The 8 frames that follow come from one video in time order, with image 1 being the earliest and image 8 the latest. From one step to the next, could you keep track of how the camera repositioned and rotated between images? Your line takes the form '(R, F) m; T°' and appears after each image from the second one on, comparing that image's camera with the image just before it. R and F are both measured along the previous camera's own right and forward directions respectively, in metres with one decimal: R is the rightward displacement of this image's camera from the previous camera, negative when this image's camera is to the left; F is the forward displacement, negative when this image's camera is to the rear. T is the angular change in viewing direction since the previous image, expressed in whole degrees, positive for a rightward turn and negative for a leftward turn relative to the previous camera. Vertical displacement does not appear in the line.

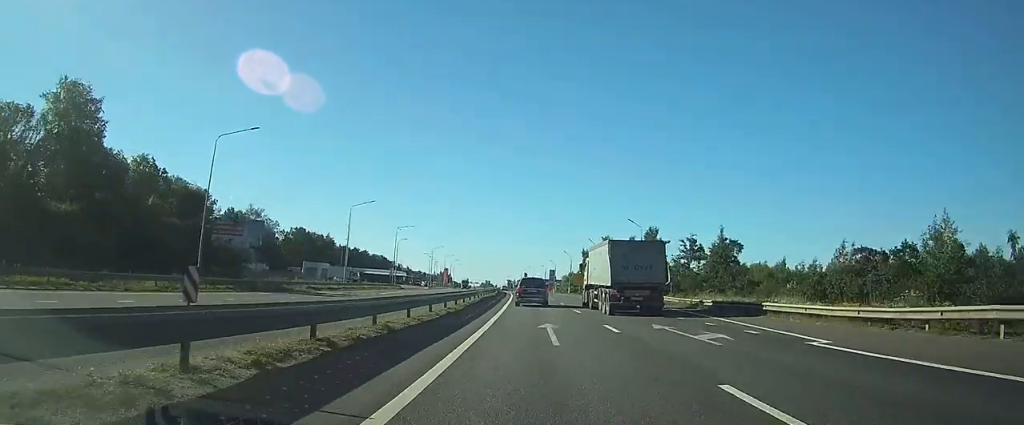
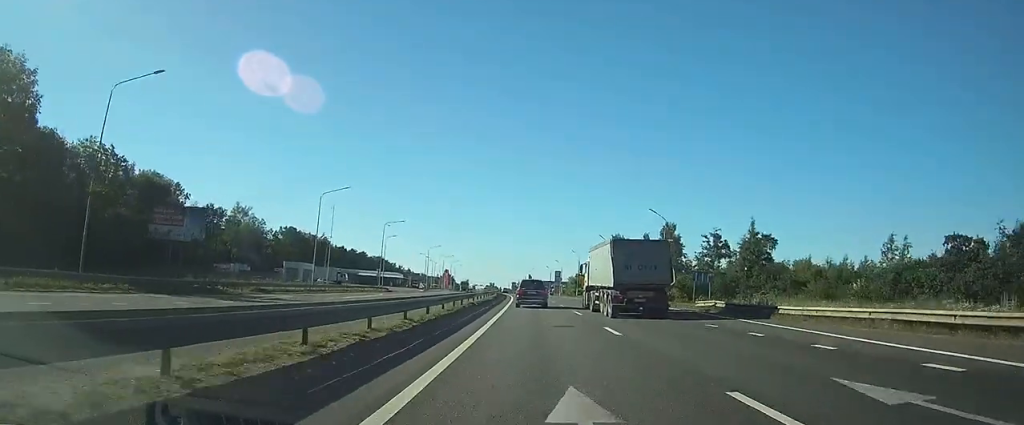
(-0.1, +12.6) m; 0°
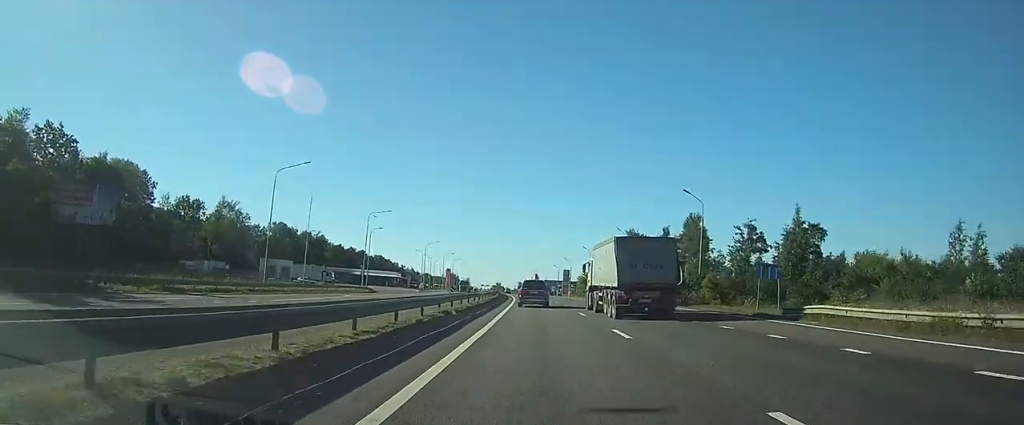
(0.0, +13.5) m; -1°
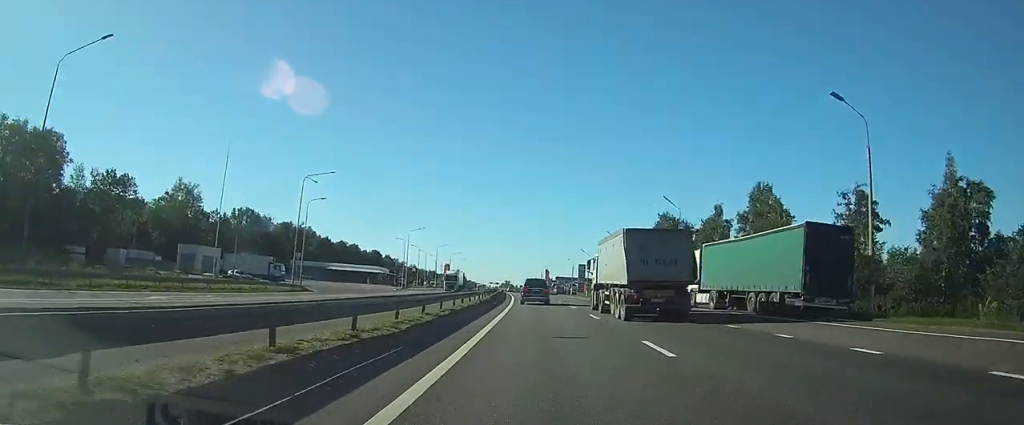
(-0.3, +28.7) m; -1°
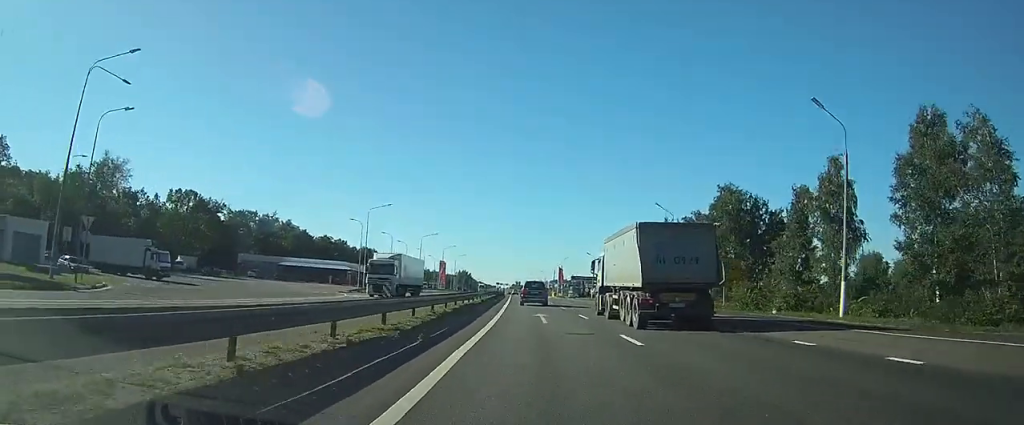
(-0.2, +34.0) m; -1°
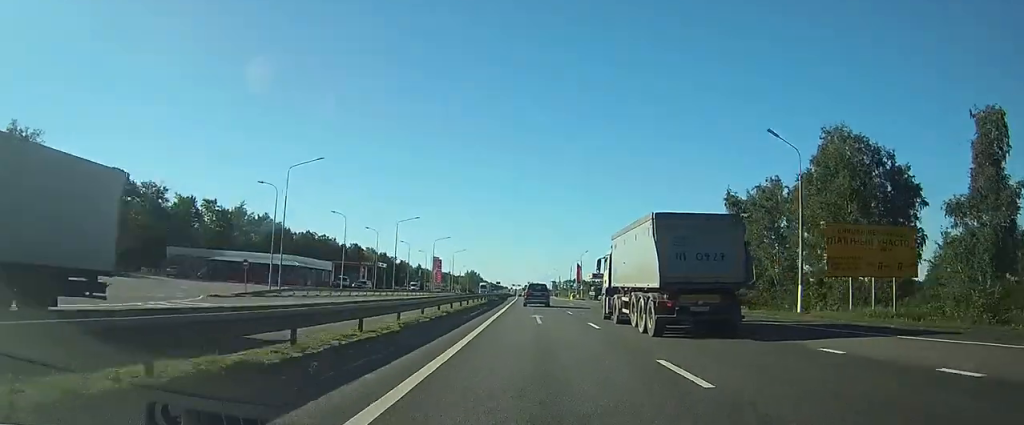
(-0.3, +30.3) m; -1°
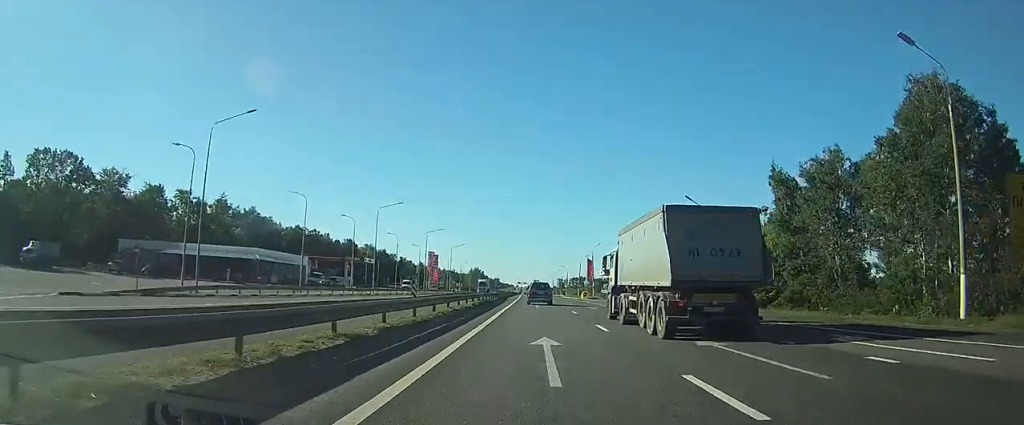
(-0.1, +14.2) m; 0°
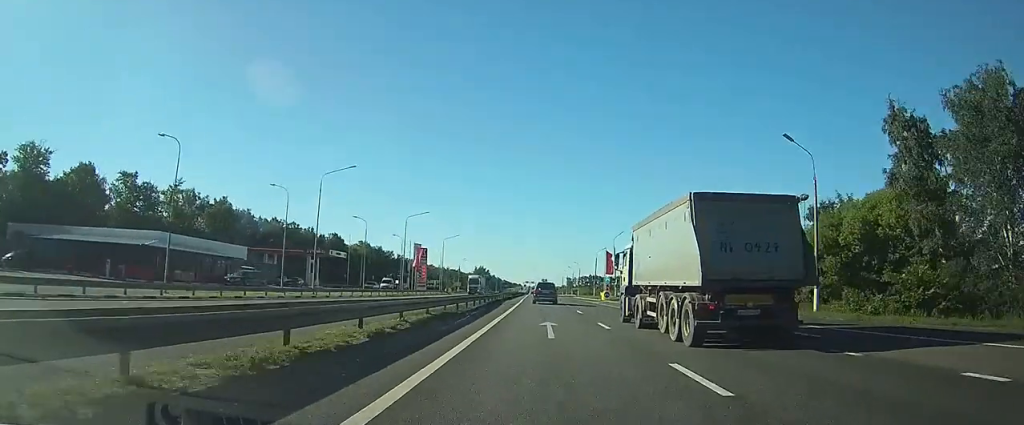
(-0.1, +23.1) m; -1°
